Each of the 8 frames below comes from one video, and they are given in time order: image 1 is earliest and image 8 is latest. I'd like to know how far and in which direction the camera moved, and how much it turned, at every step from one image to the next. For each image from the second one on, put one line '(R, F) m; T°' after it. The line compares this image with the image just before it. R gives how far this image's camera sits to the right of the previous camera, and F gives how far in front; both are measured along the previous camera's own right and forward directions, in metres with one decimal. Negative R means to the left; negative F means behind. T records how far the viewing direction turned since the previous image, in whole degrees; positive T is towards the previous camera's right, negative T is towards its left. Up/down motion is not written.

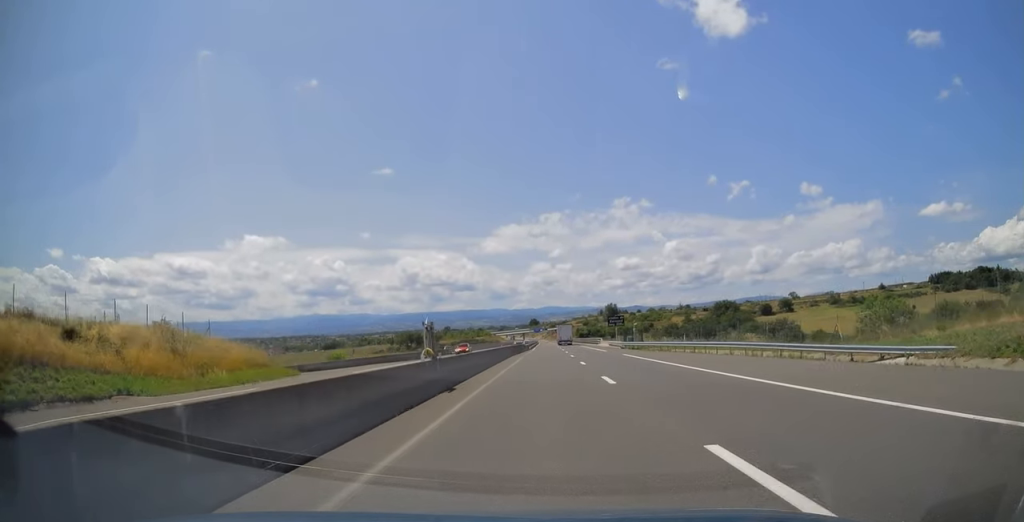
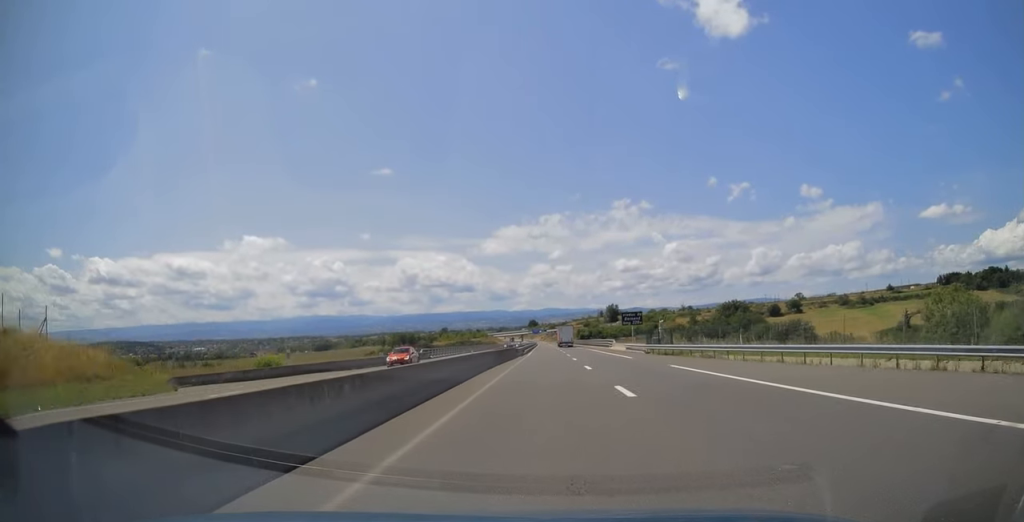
(0.0, +16.3) m; 0°
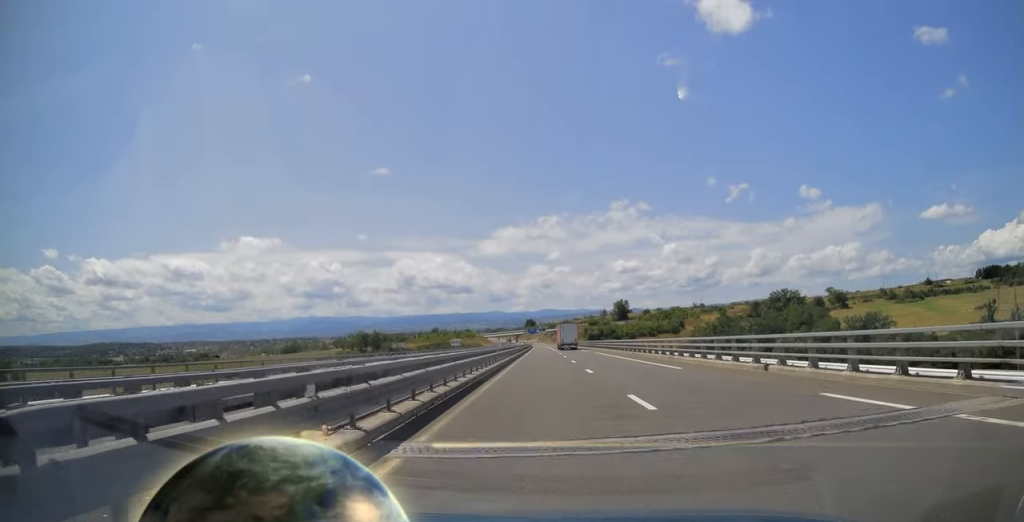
(-0.1, +67.3) m; 0°
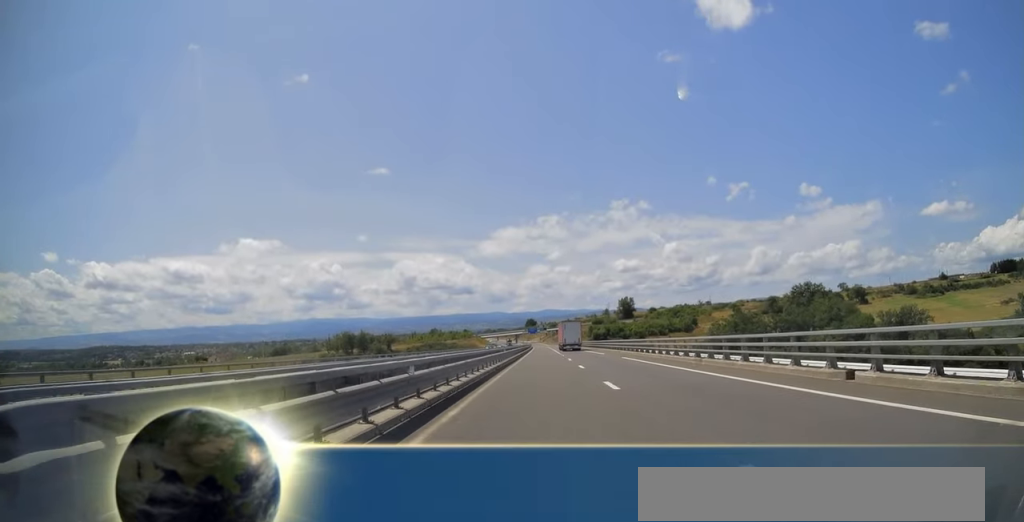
(0.0, +21.2) m; 0°
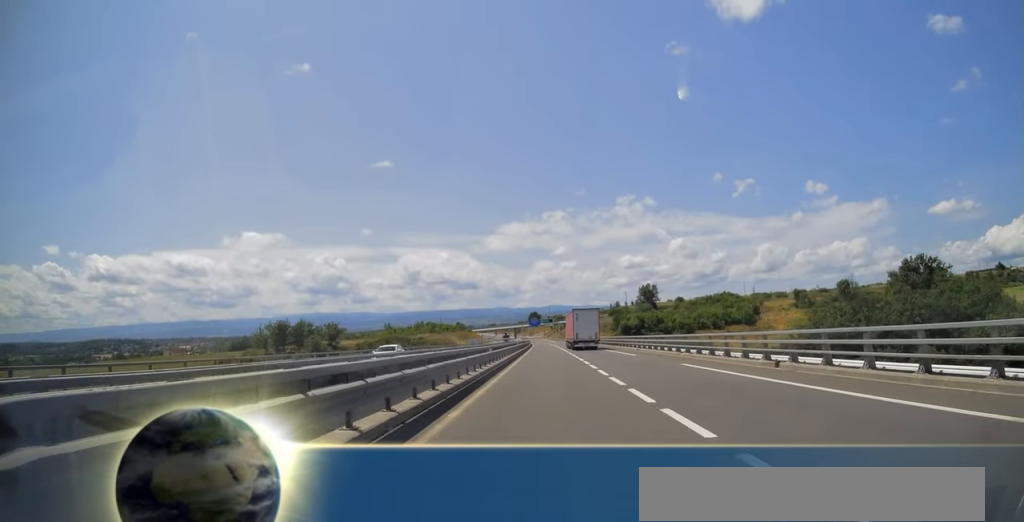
(0.0, +69.2) m; 0°
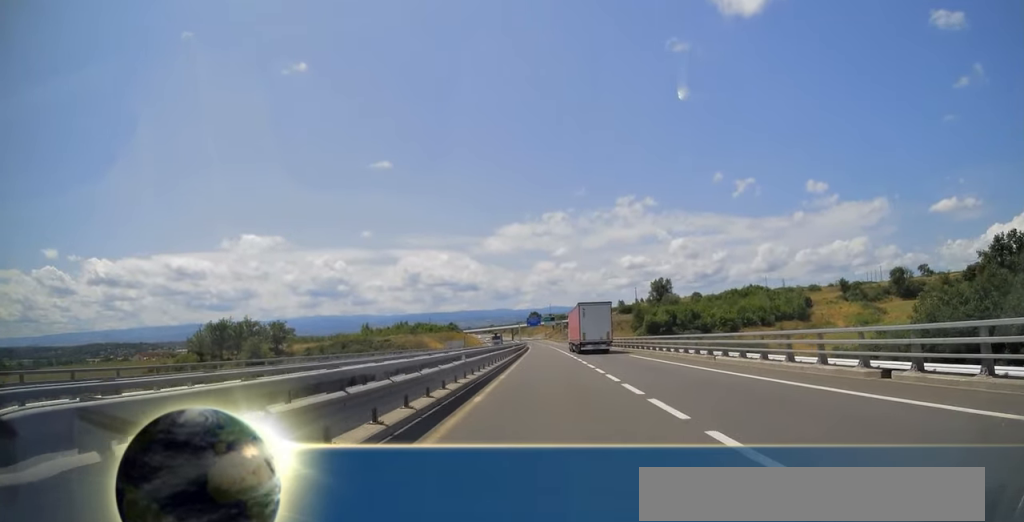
(0.0, +37.1) m; 0°
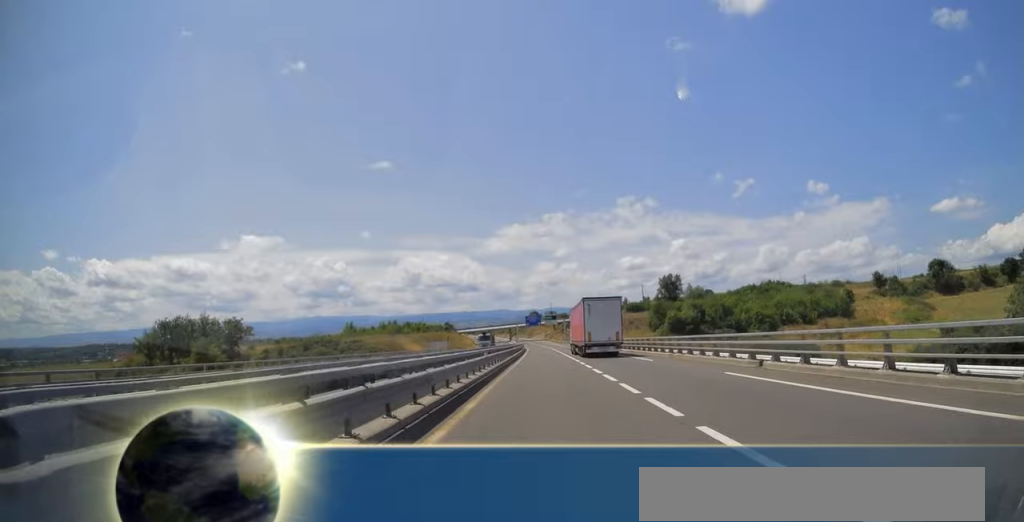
(0.0, +21.2) m; 0°
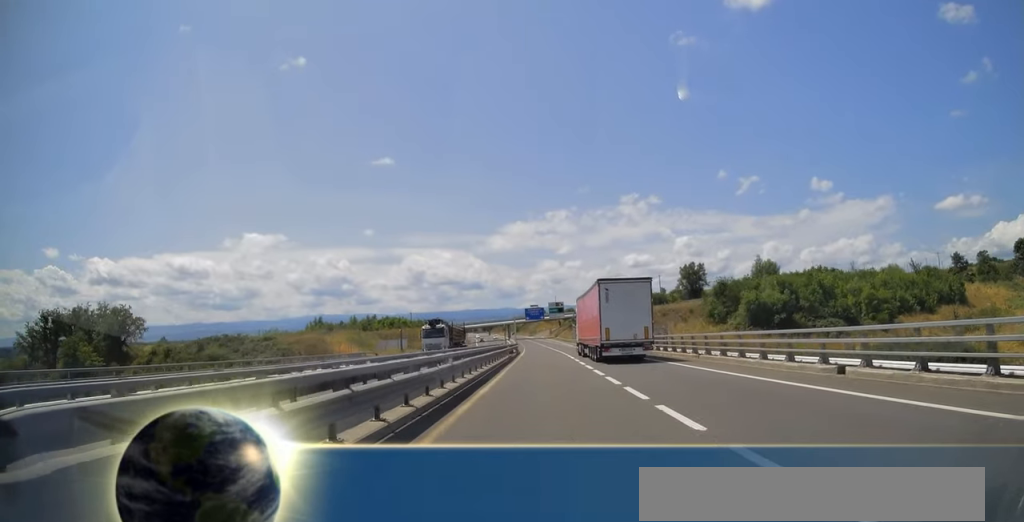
(0.0, +36.5) m; 0°
